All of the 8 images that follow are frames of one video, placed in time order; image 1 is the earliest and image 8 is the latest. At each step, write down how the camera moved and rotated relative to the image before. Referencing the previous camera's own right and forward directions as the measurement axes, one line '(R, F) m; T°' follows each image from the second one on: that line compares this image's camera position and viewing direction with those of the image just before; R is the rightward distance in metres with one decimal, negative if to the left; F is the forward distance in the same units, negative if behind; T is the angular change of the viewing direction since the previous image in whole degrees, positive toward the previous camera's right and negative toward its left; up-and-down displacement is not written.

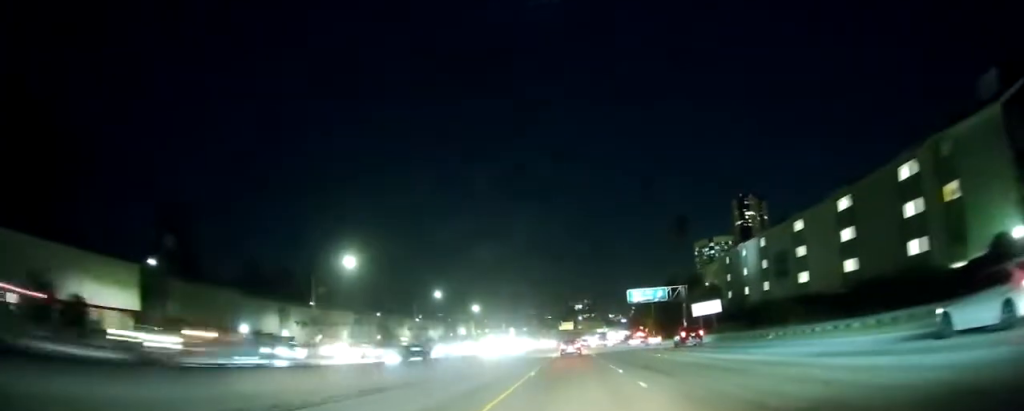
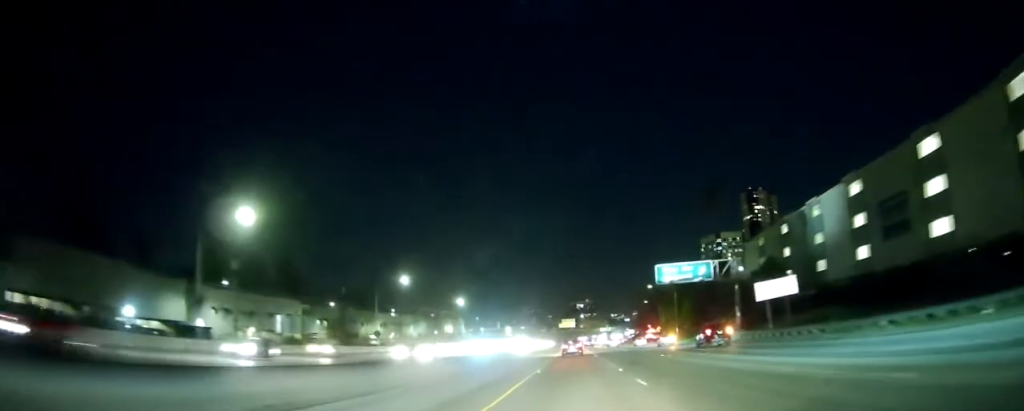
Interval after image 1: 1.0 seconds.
(-0.1, +28.2) m; 0°
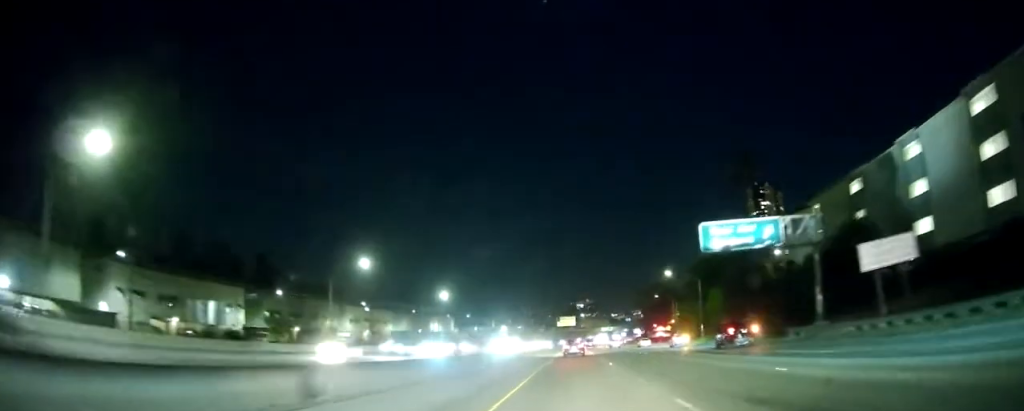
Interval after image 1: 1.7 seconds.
(+0.1, +21.4) m; 0°
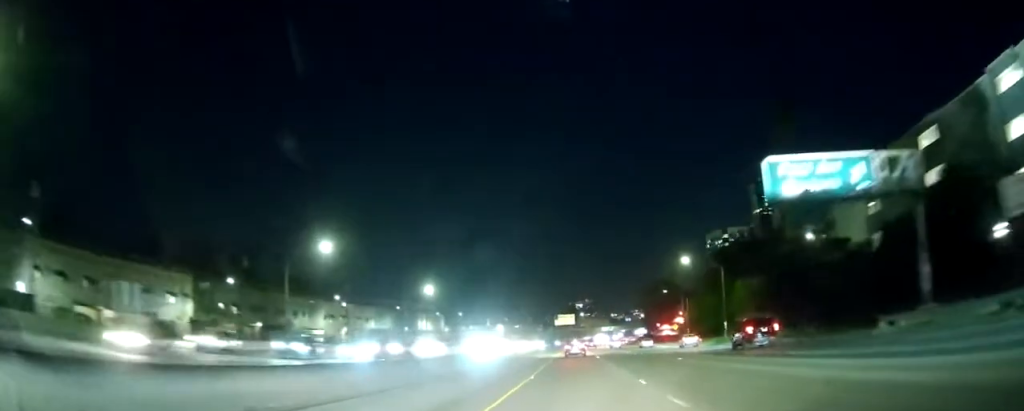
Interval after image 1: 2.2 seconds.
(+0.2, +13.6) m; -1°
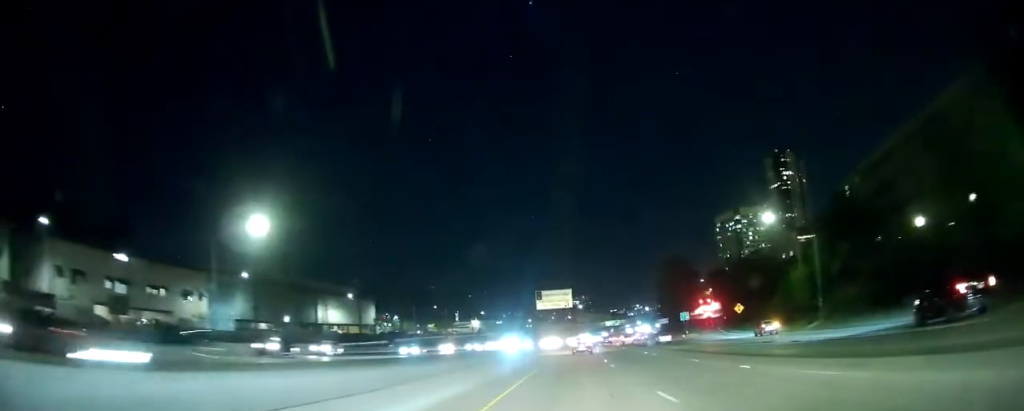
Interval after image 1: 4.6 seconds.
(-0.6, +72.0) m; +1°
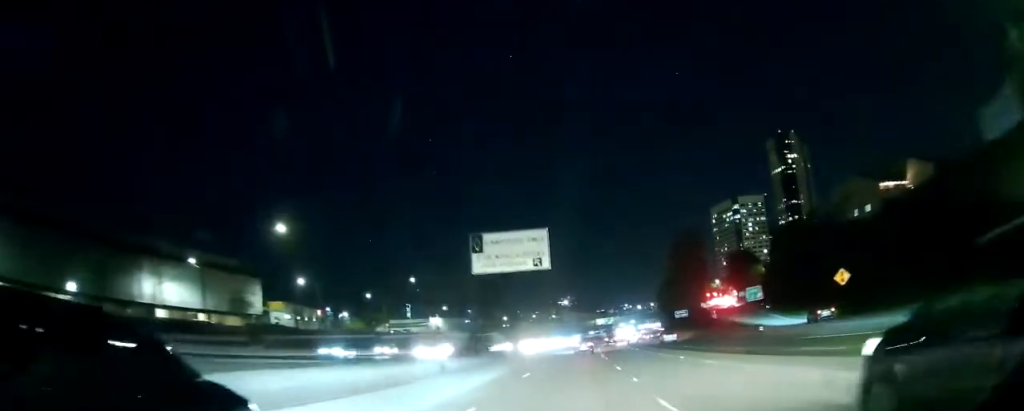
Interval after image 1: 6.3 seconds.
(-0.2, +47.1) m; -1°
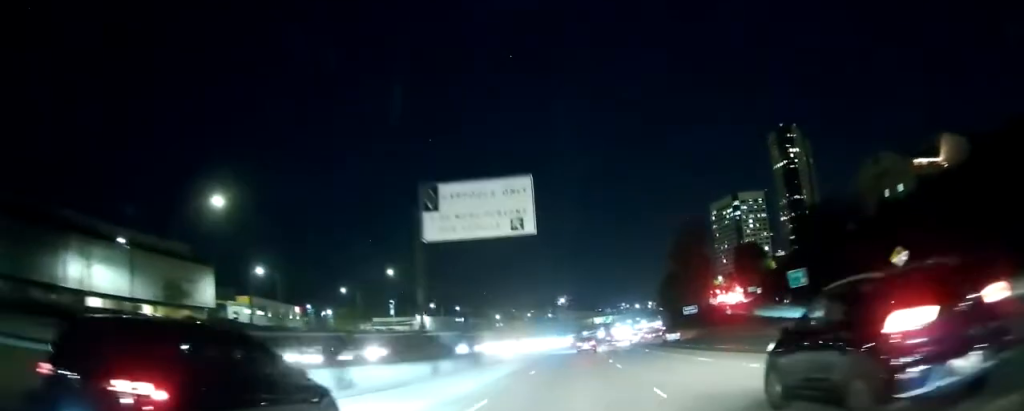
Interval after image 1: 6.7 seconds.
(0.0, +13.3) m; 0°
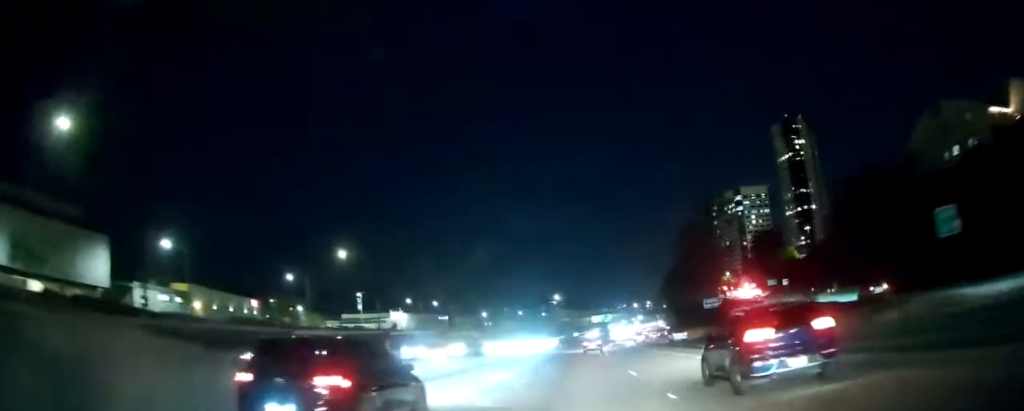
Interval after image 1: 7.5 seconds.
(0.0, +20.8) m; +1°
